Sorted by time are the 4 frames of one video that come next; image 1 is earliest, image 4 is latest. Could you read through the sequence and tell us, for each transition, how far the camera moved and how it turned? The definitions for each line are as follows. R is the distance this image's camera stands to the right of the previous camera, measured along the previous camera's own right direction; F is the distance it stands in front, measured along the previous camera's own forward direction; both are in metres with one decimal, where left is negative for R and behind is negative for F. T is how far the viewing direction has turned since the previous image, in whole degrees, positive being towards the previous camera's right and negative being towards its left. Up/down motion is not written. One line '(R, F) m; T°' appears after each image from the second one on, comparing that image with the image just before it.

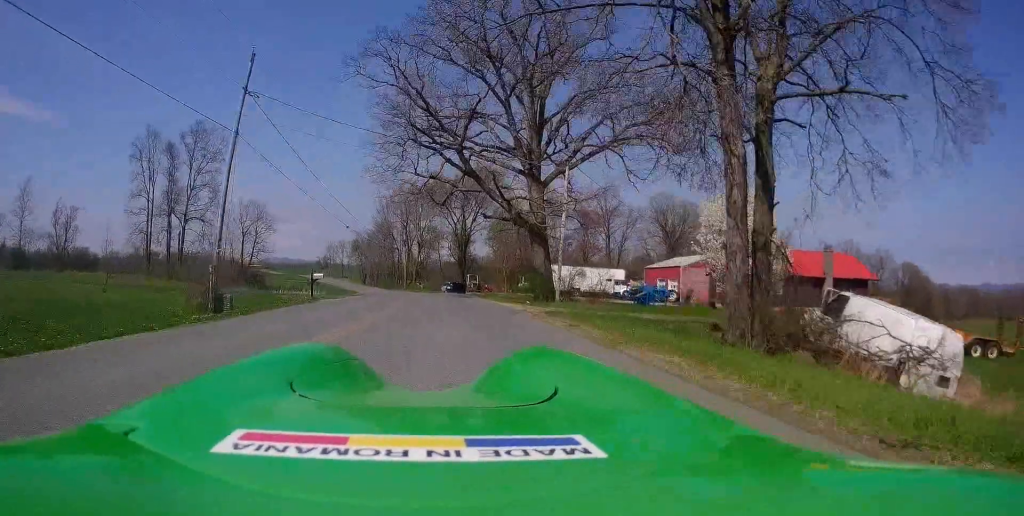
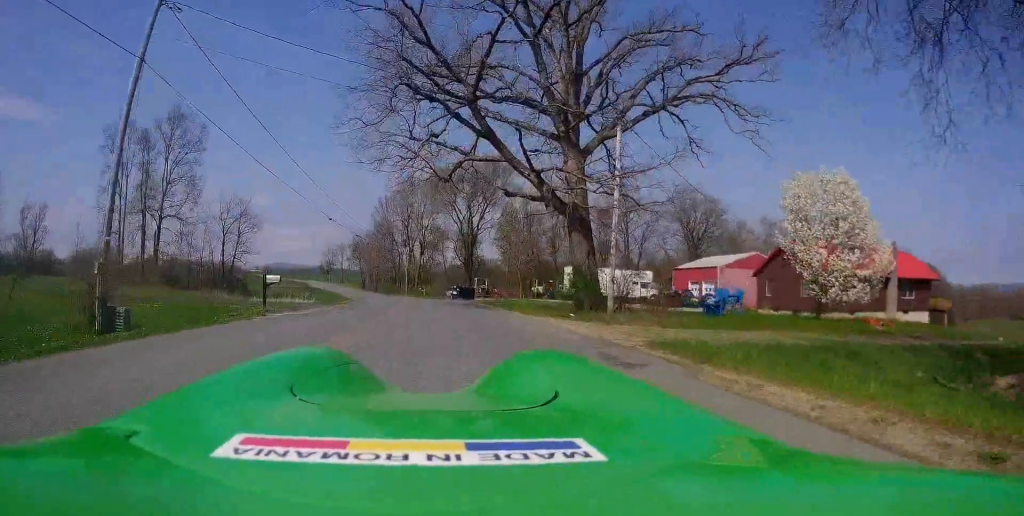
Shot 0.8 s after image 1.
(+0.2, +8.5) m; -1°
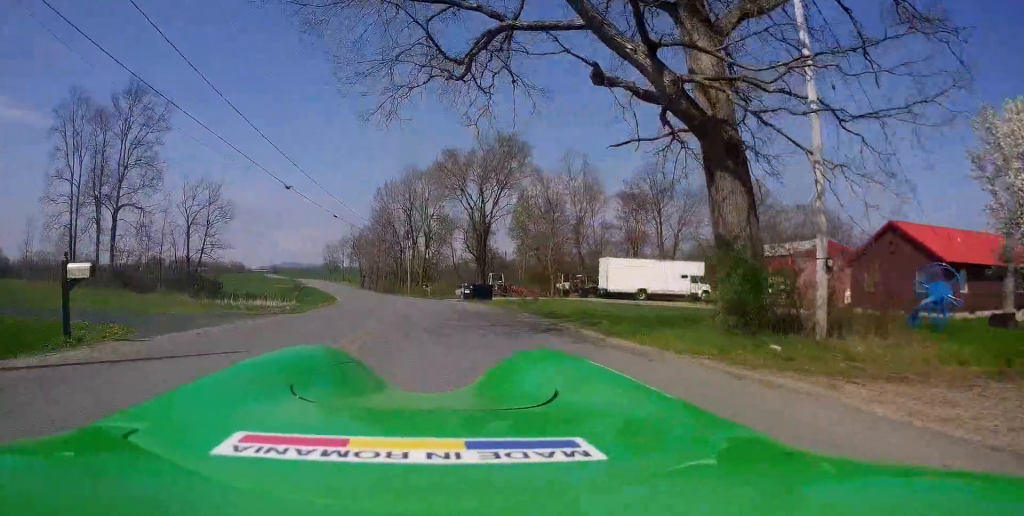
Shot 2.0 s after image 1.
(-0.7, +11.9) m; -3°
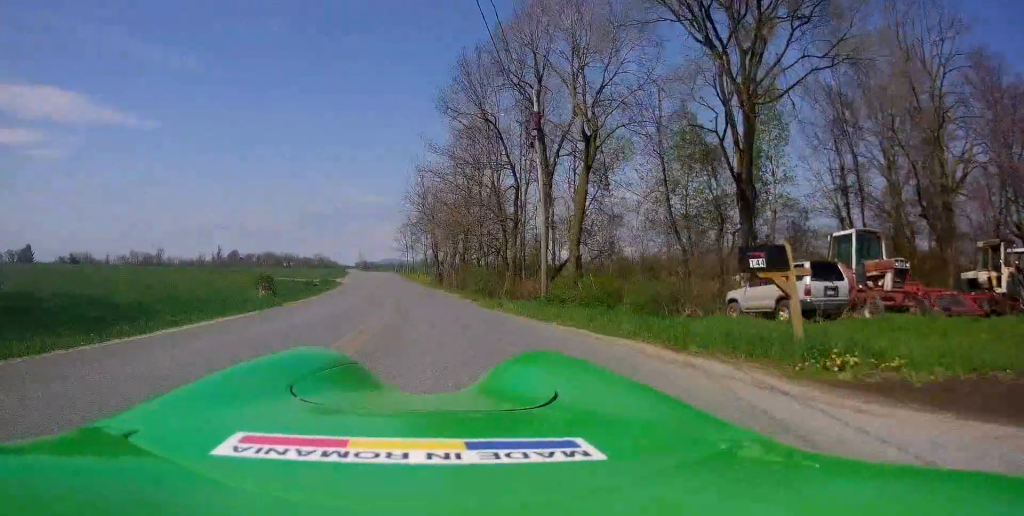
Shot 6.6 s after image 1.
(-2.8, +48.3) m; -10°
